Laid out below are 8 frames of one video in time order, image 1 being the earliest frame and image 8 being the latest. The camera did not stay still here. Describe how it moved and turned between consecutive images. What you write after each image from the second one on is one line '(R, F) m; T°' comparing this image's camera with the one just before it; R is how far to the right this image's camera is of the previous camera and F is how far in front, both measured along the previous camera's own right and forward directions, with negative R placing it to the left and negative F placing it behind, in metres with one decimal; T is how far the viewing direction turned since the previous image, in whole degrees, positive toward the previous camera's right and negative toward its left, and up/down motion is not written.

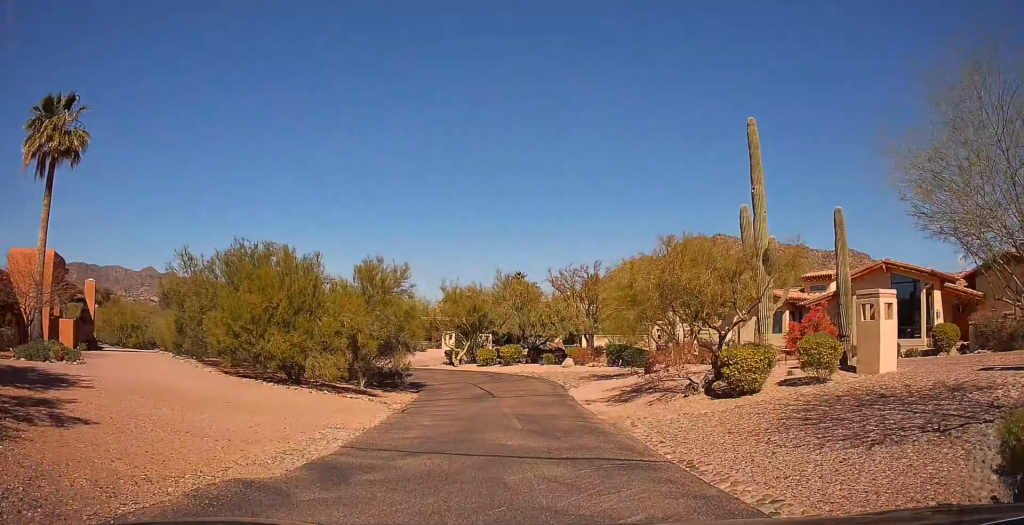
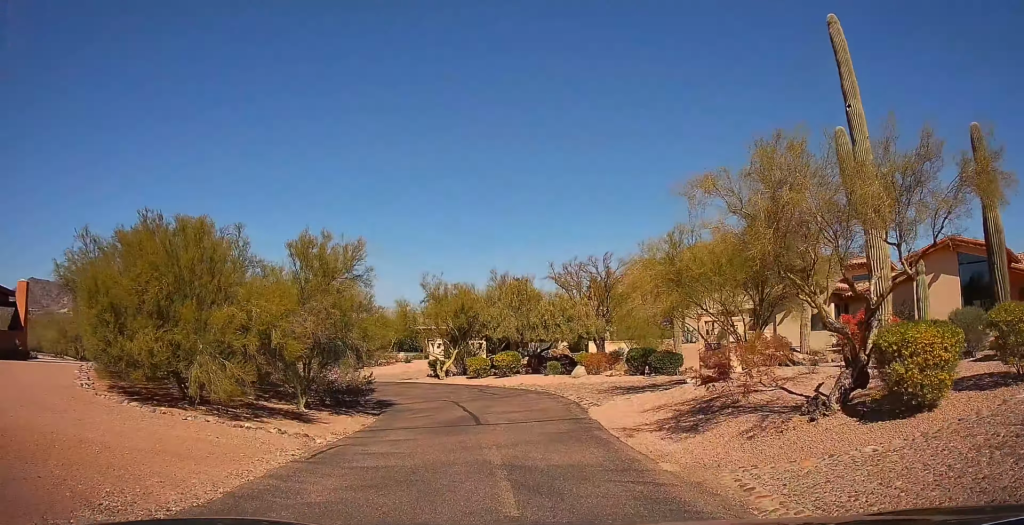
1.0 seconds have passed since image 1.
(+0.2, +7.0) m; 0°
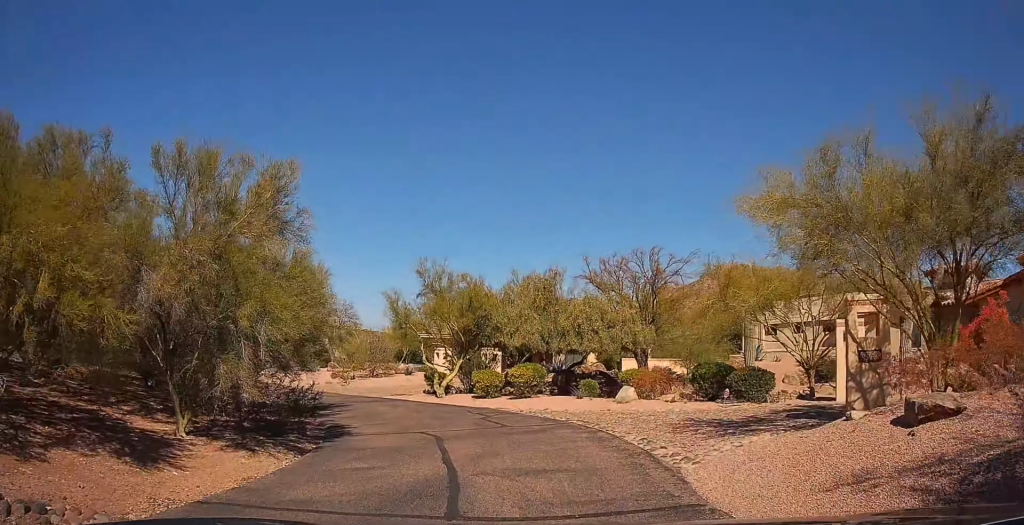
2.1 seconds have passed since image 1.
(-0.3, +7.8) m; -5°
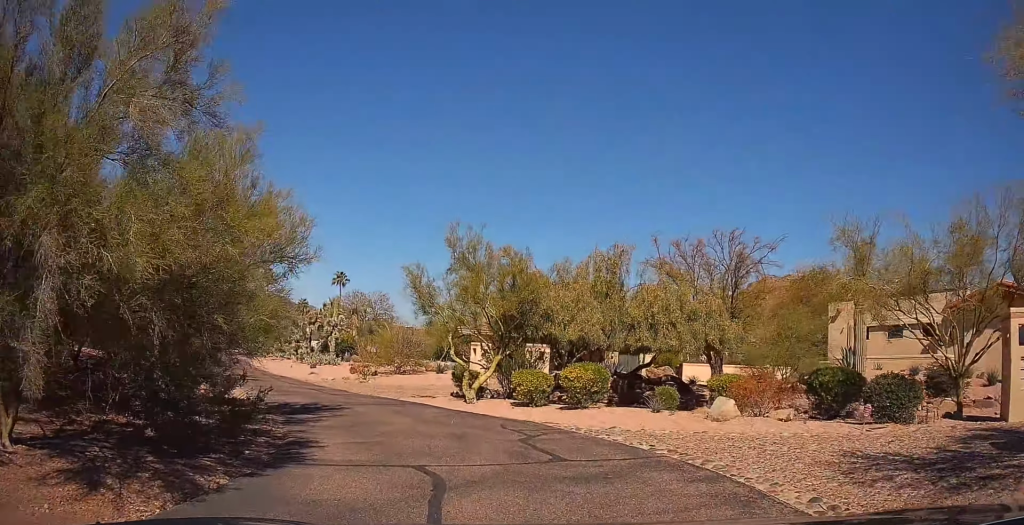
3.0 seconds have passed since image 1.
(-0.2, +5.4) m; -6°
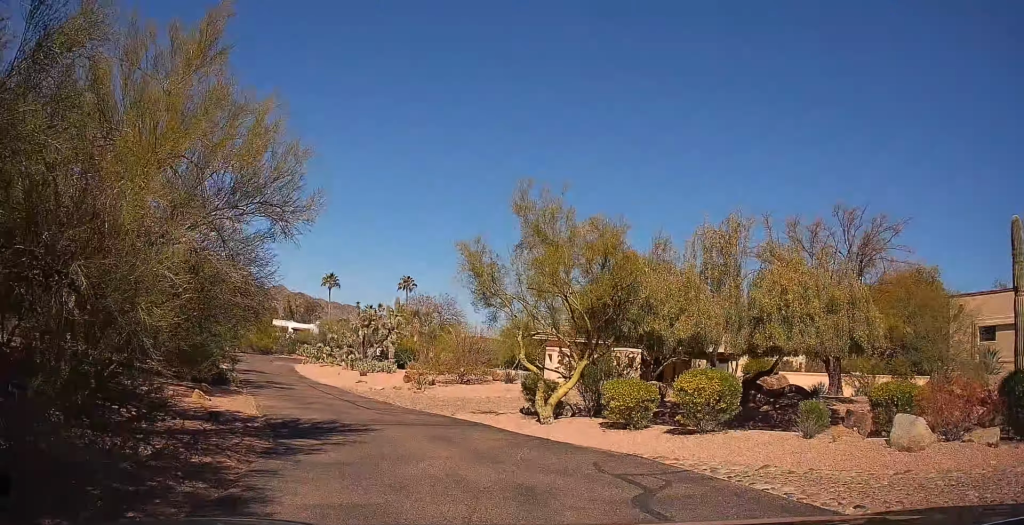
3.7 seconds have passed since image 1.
(-0.1, +4.6) m; -8°
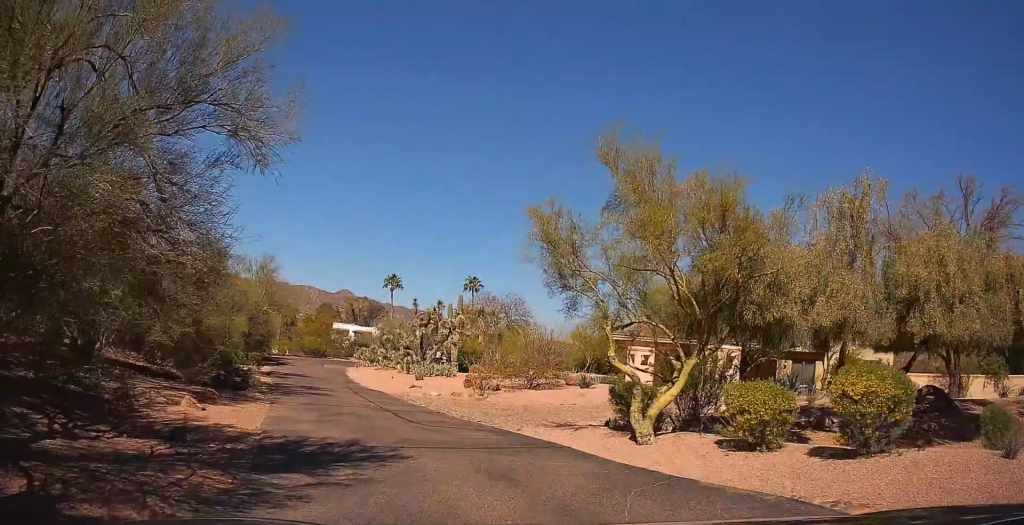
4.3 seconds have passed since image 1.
(-0.4, +3.6) m; -7°
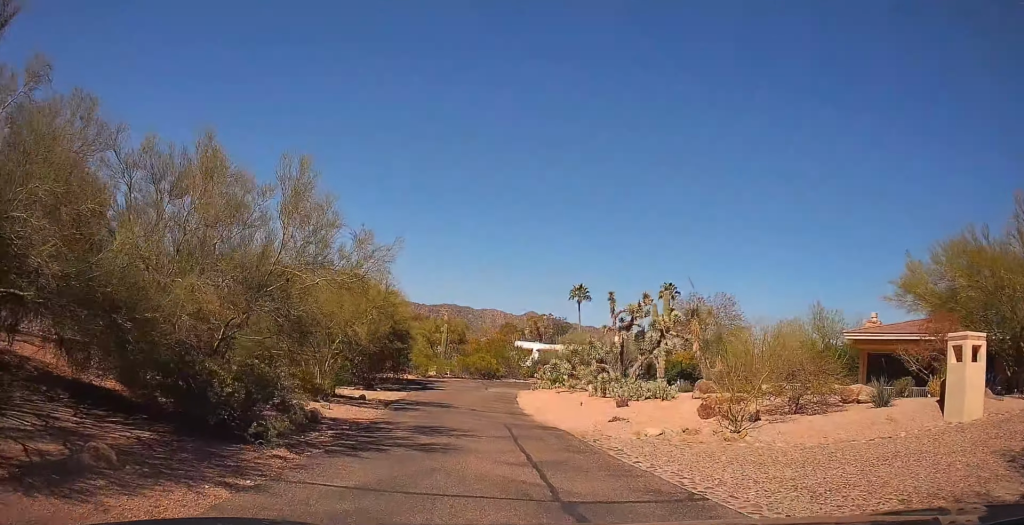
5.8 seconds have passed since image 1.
(-1.1, +9.8) m; -11°
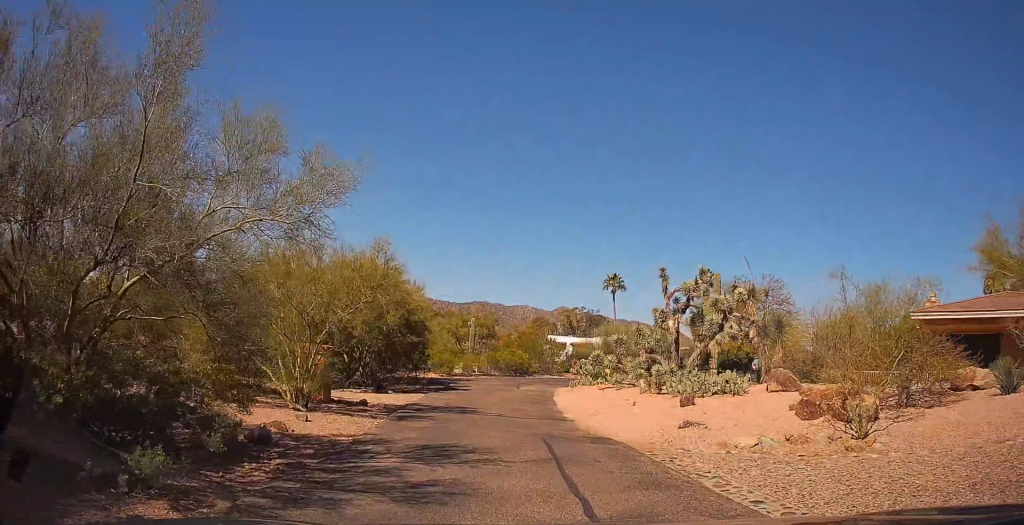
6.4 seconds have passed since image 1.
(-0.1, +4.0) m; -3°
